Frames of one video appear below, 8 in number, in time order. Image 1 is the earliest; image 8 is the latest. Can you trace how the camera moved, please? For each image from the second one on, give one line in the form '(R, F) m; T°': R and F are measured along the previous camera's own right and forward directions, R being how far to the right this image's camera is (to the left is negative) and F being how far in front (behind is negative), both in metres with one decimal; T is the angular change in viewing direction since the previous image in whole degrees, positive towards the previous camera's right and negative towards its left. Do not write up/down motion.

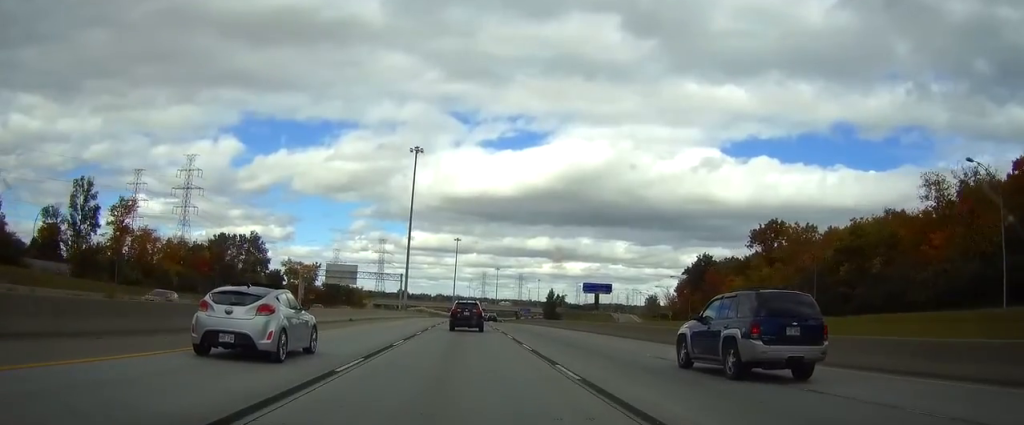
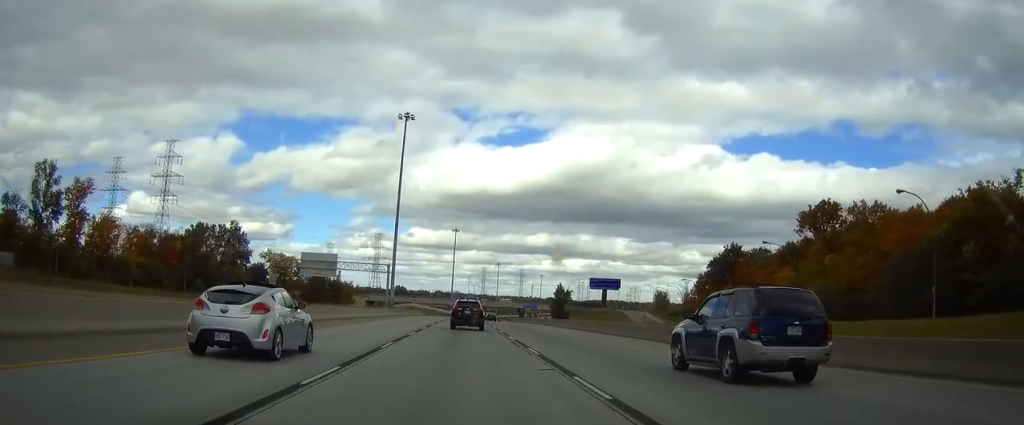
(0.0, +21.8) m; 0°
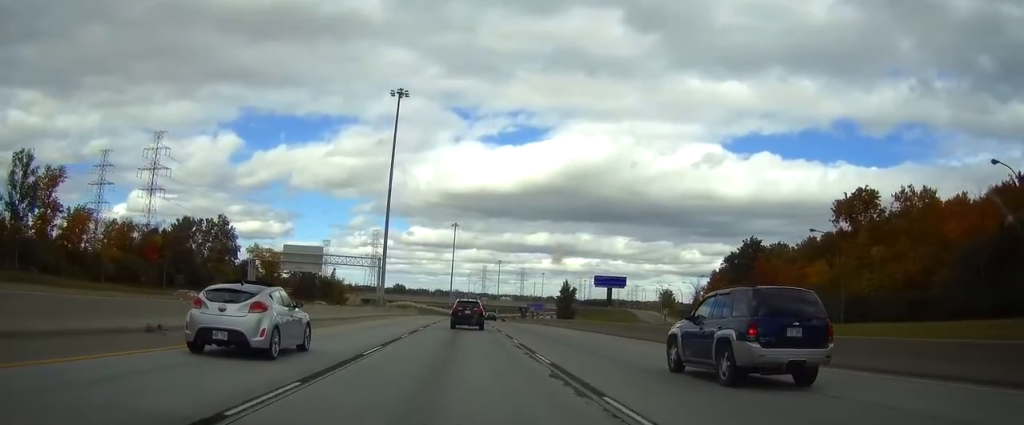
(0.0, +12.3) m; 0°
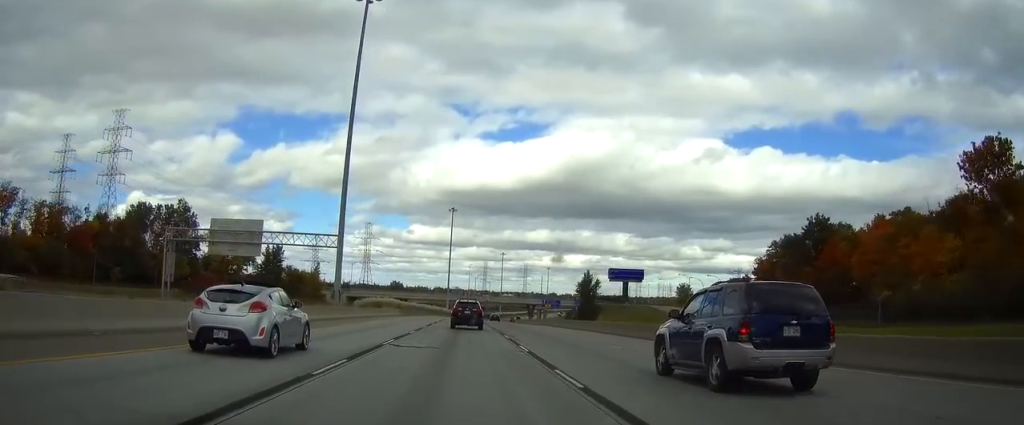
(0.0, +33.1) m; 0°
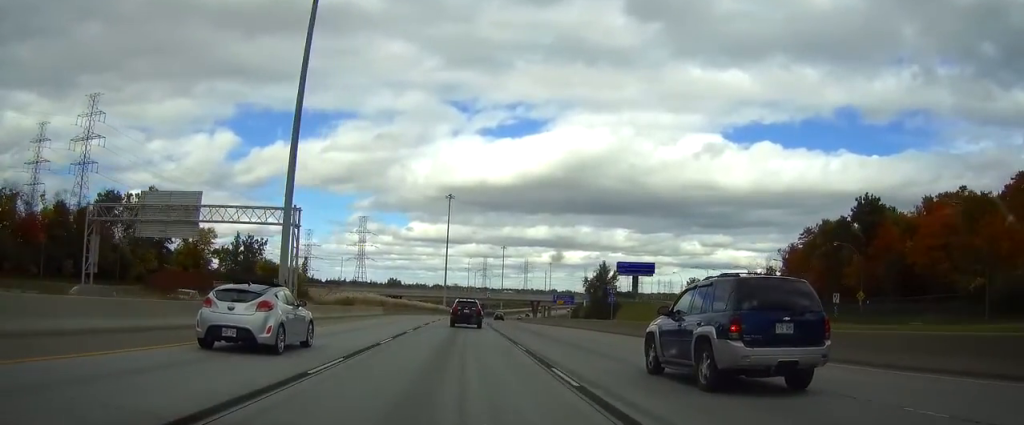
(0.0, +18.9) m; 0°
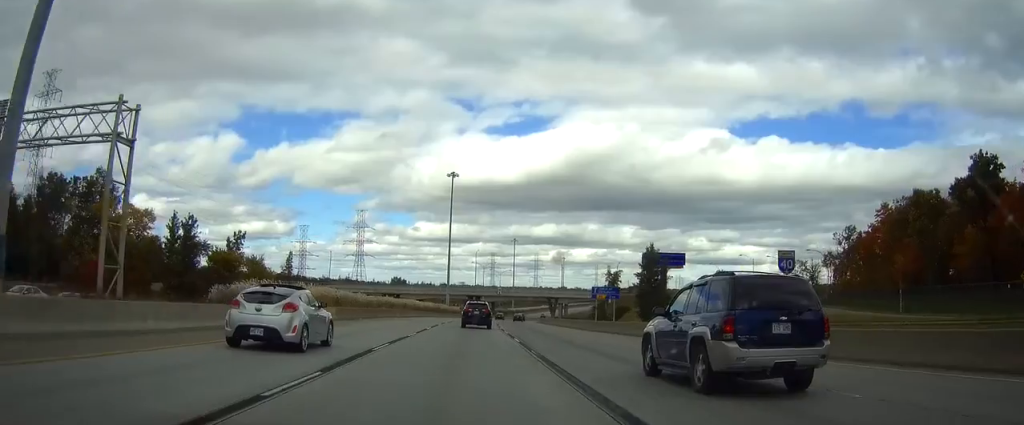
(0.0, +31.2) m; 0°
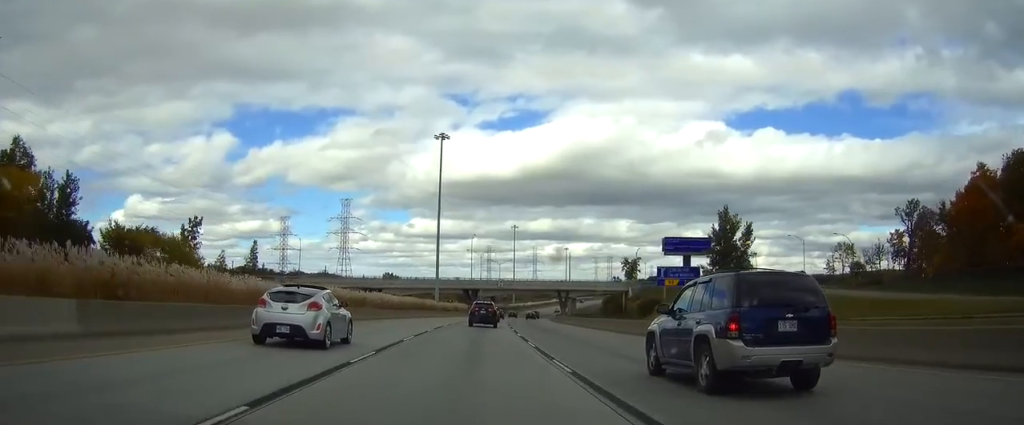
(0.0, +32.1) m; 0°
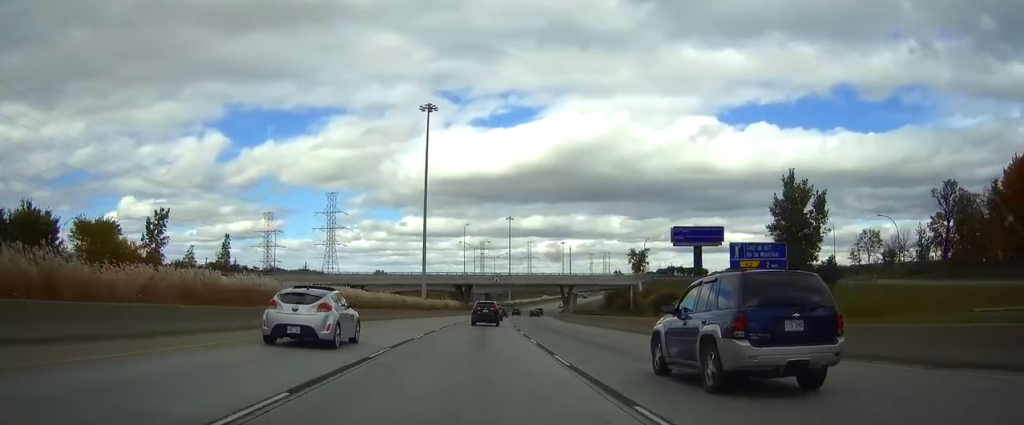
(0.0, +17.0) m; 0°
